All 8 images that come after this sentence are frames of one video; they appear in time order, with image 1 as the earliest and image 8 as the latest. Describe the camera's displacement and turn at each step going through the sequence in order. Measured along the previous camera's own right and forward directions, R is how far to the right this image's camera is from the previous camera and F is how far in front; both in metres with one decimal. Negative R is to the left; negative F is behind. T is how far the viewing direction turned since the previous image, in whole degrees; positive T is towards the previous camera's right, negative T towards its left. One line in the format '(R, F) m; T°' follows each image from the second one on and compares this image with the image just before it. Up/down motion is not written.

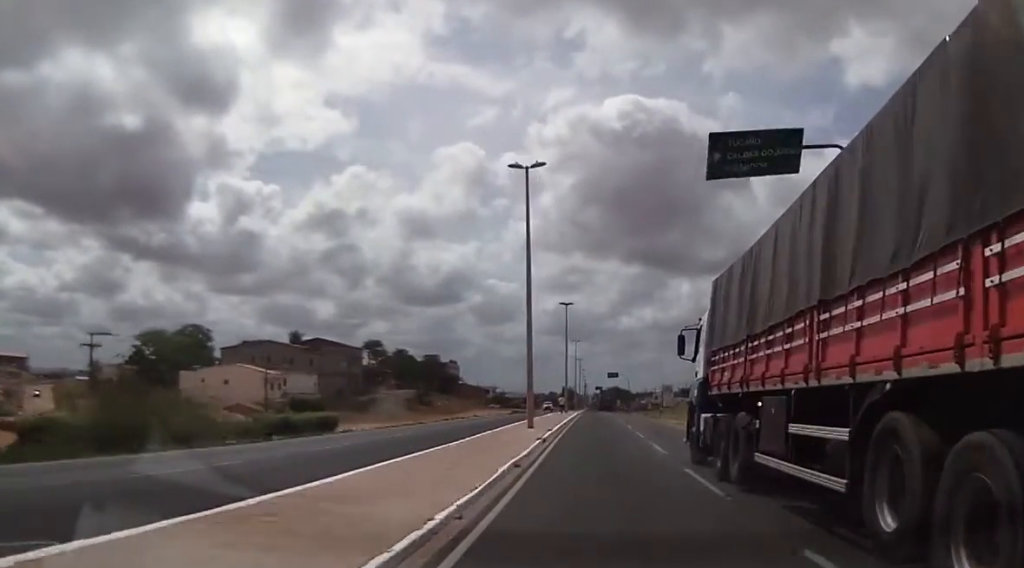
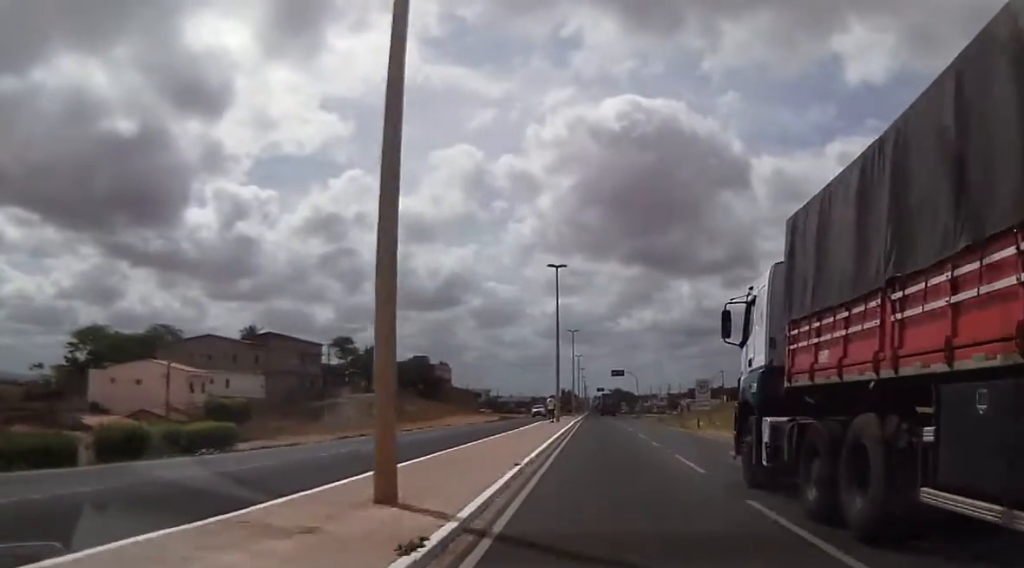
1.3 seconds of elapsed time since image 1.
(-0.3, +20.8) m; 0°
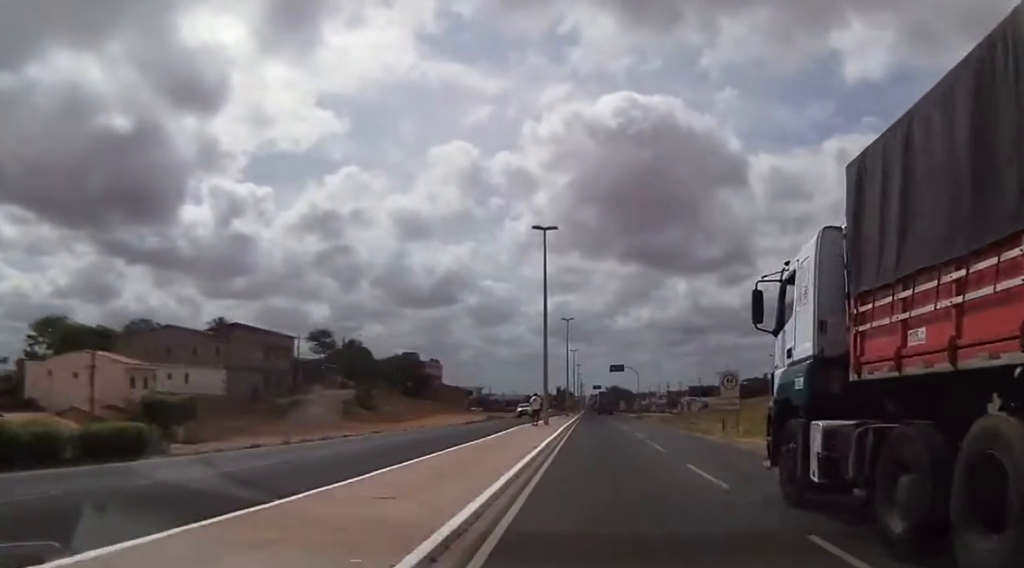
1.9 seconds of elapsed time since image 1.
(+0.1, +10.5) m; +1°
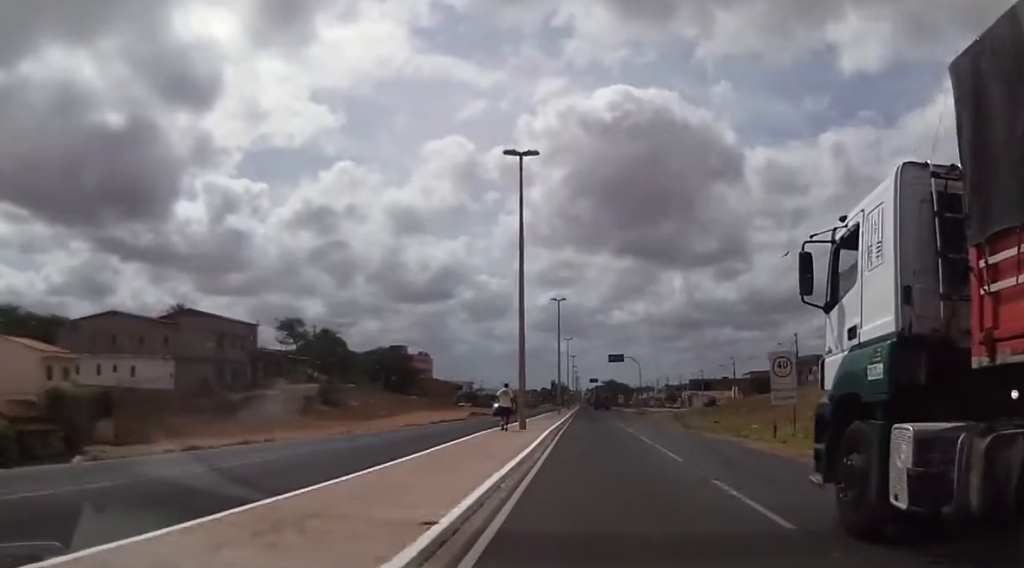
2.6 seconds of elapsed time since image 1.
(+0.2, +11.7) m; +2°
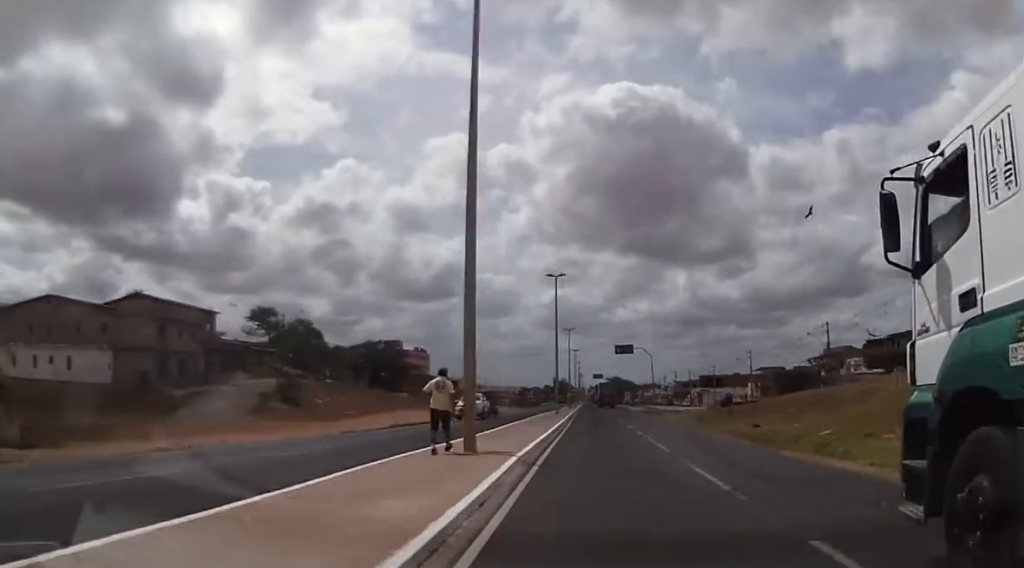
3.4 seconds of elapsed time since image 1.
(+0.1, +13.0) m; 0°
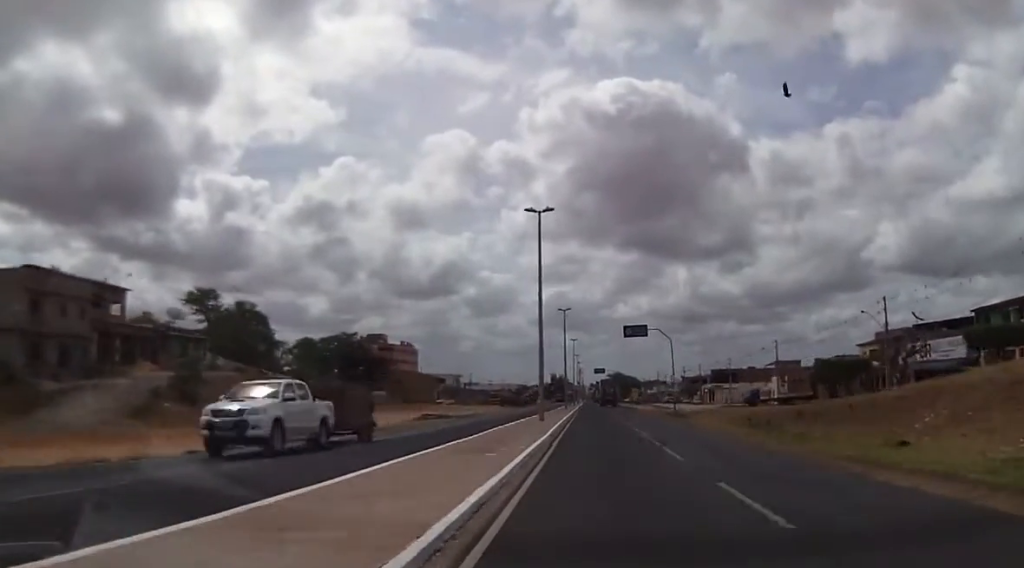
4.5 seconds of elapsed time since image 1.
(-0.2, +19.6) m; -2°
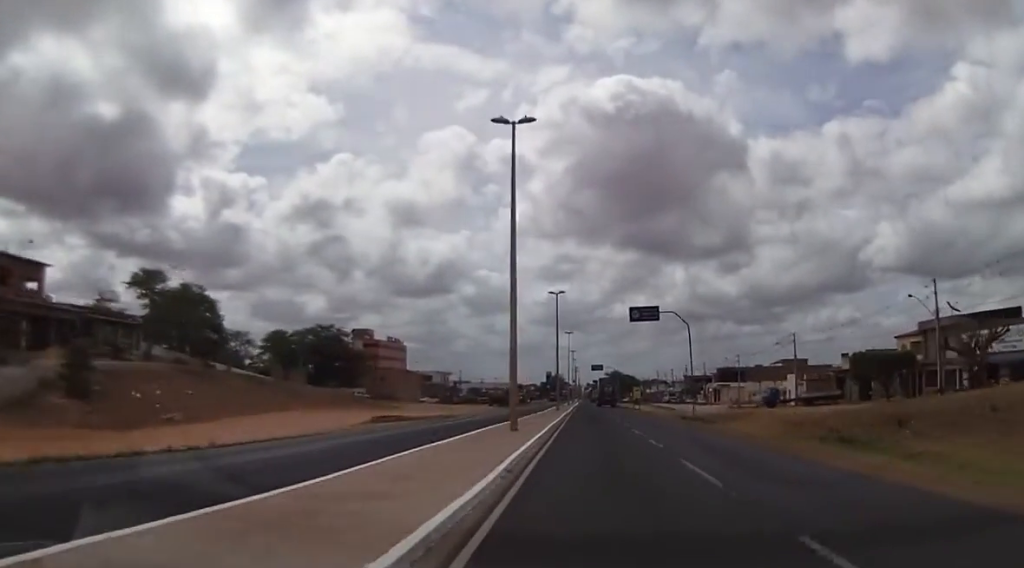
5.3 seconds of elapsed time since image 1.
(-0.4, +12.7) m; 0°
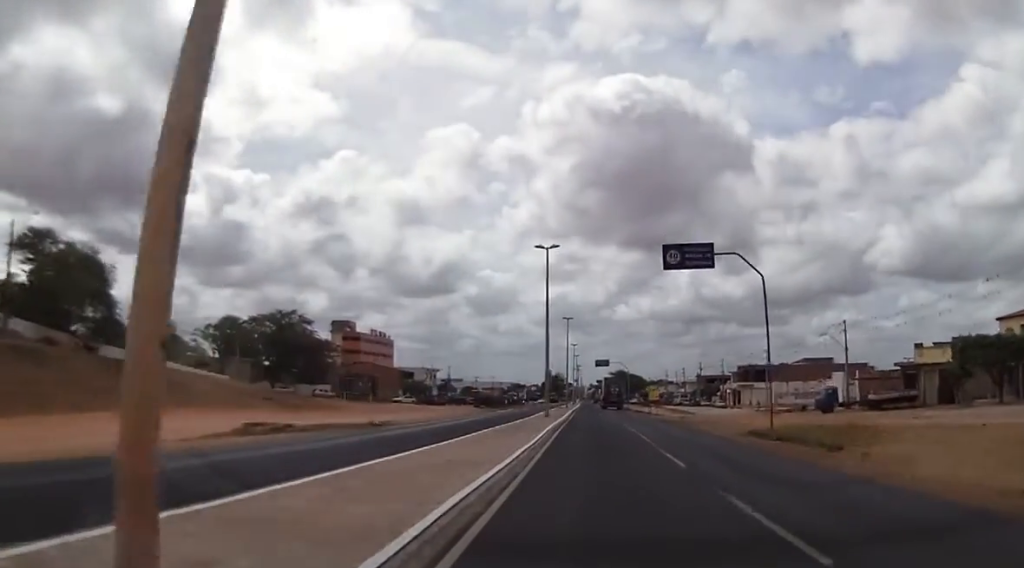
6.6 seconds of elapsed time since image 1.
(+0.4, +21.3) m; +1°
